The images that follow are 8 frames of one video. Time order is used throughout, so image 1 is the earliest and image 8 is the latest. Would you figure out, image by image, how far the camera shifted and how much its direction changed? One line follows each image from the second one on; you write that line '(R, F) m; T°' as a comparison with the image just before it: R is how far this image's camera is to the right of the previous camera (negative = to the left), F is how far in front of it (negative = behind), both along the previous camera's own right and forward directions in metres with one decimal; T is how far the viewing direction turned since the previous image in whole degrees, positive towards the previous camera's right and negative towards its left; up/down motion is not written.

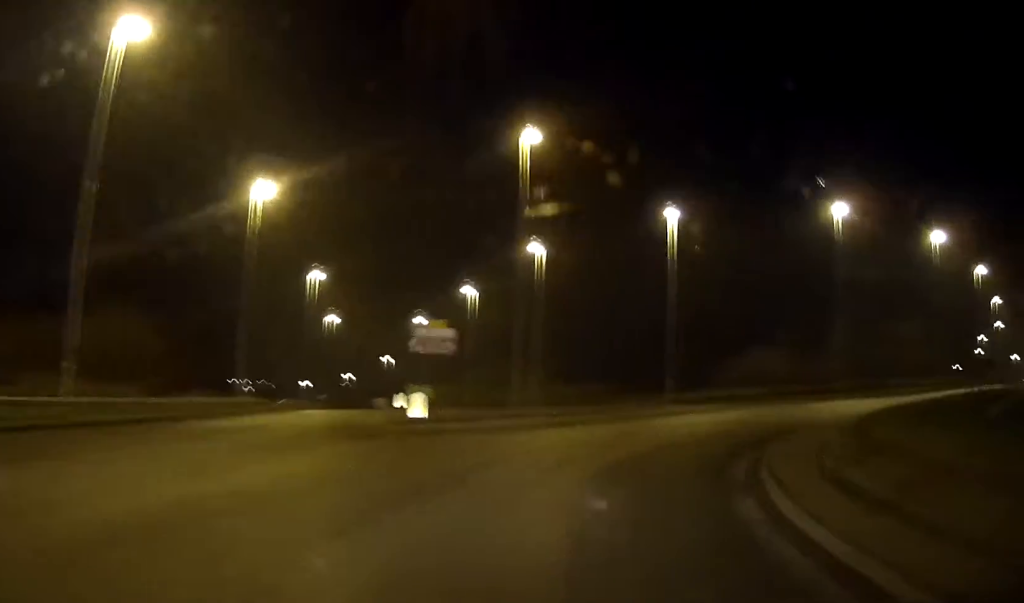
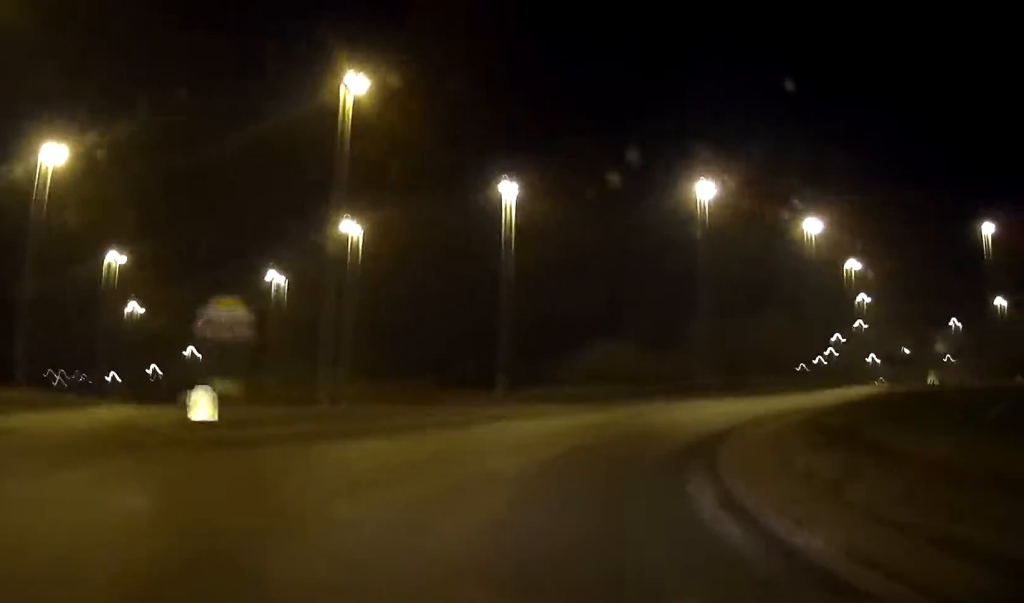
(-0.2, +3.4) m; +25°
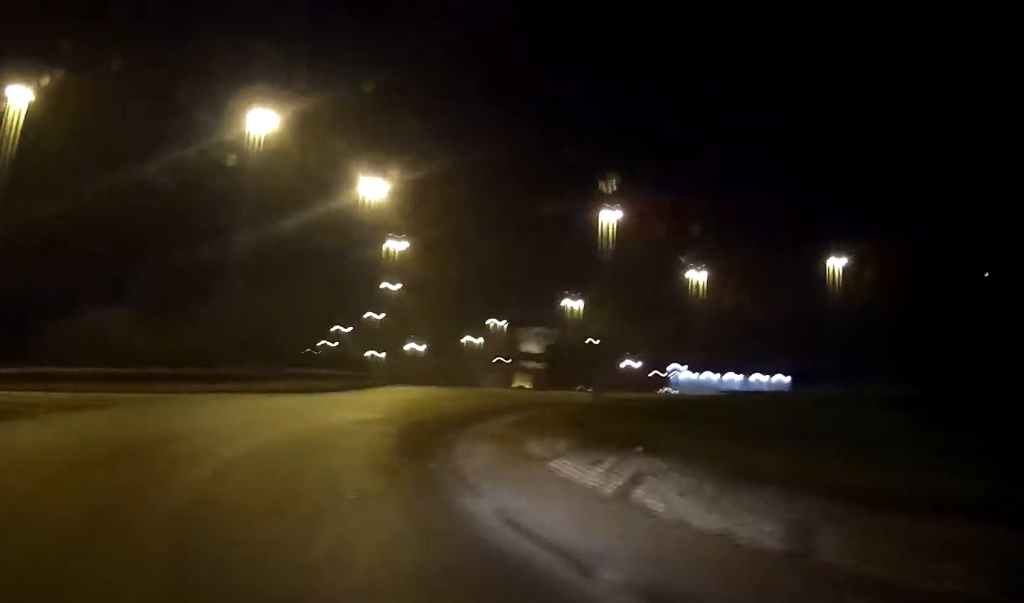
(+4.1, +7.7) m; +28°
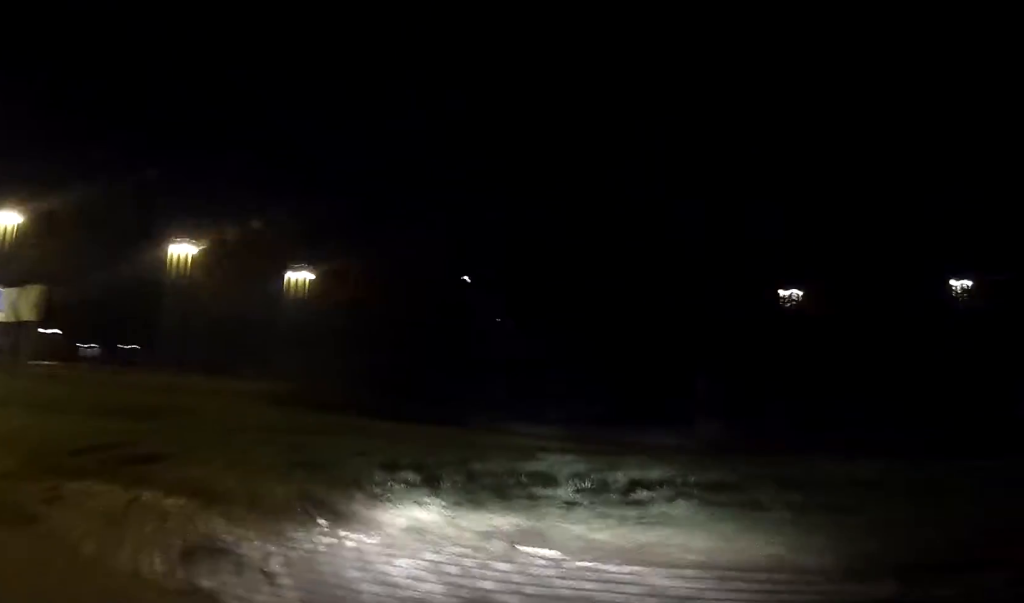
(+1.1, +9.6) m; +8°
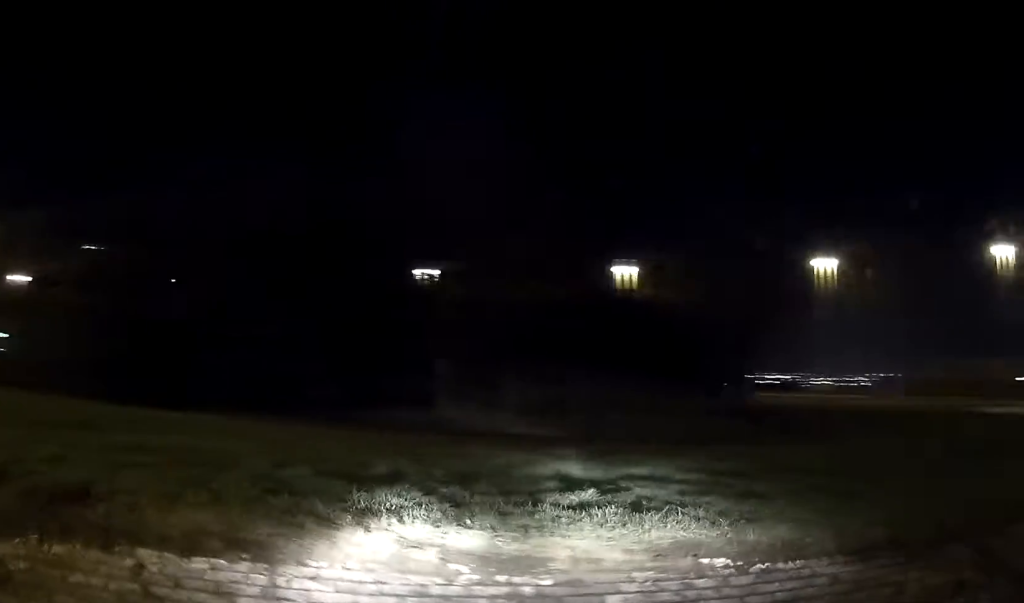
(+0.1, +1.2) m; +2°
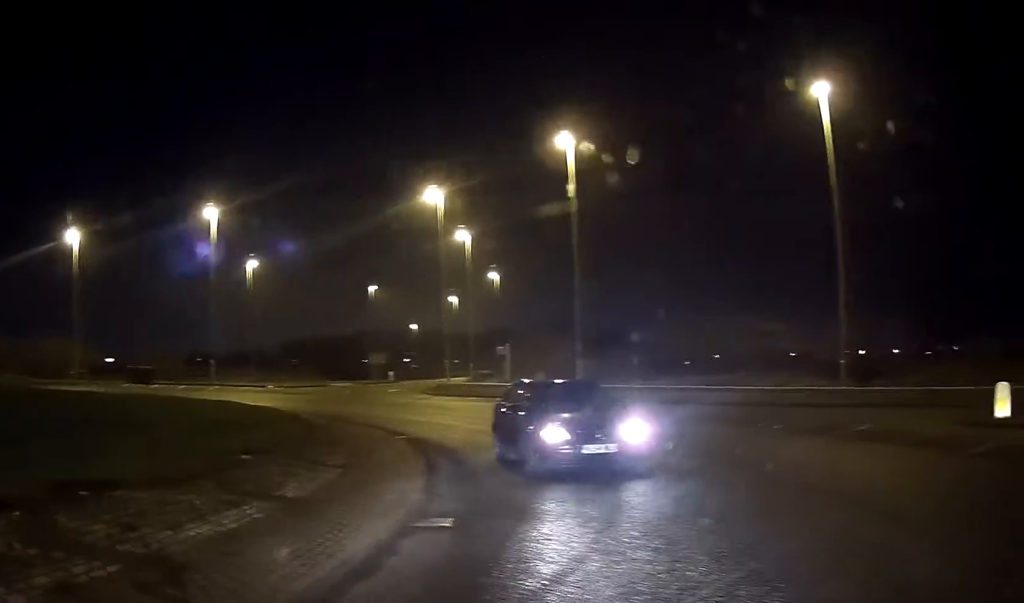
(+0.1, +1.7) m; +2°
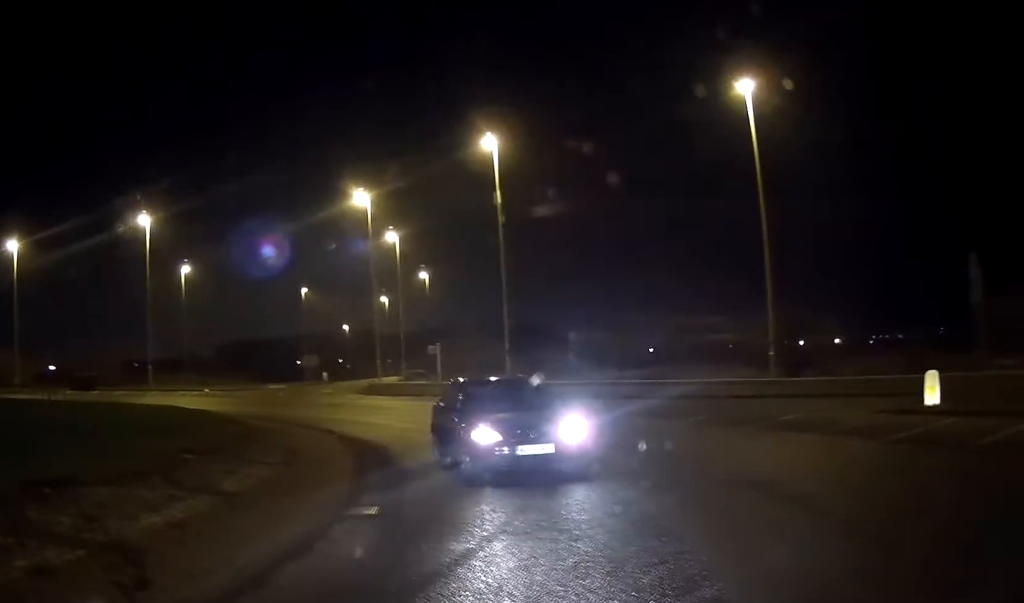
(0.0, +0.3) m; 0°
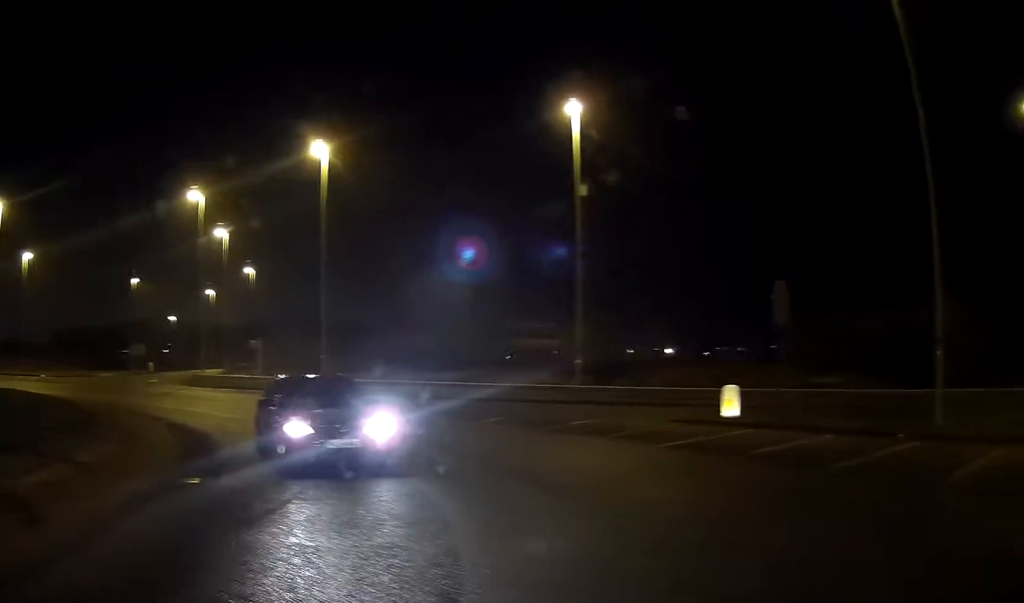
(0.0, +2.3) m; +11°
